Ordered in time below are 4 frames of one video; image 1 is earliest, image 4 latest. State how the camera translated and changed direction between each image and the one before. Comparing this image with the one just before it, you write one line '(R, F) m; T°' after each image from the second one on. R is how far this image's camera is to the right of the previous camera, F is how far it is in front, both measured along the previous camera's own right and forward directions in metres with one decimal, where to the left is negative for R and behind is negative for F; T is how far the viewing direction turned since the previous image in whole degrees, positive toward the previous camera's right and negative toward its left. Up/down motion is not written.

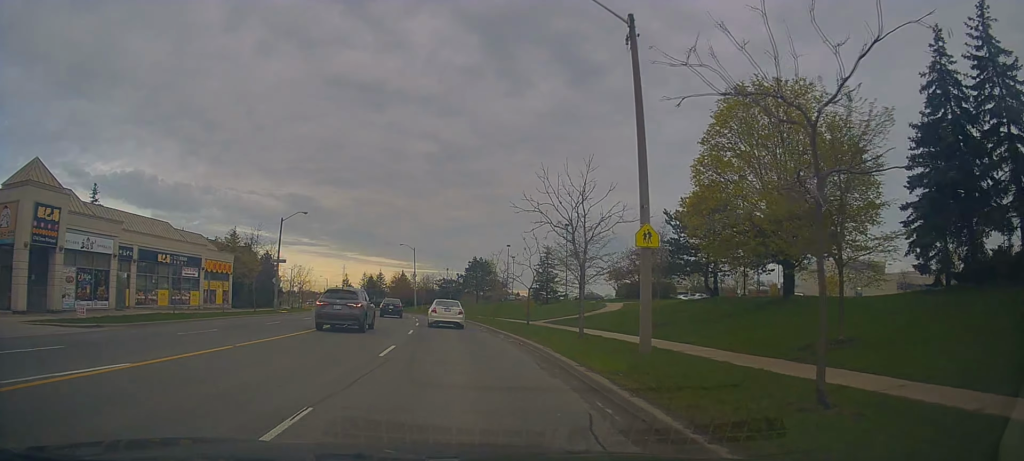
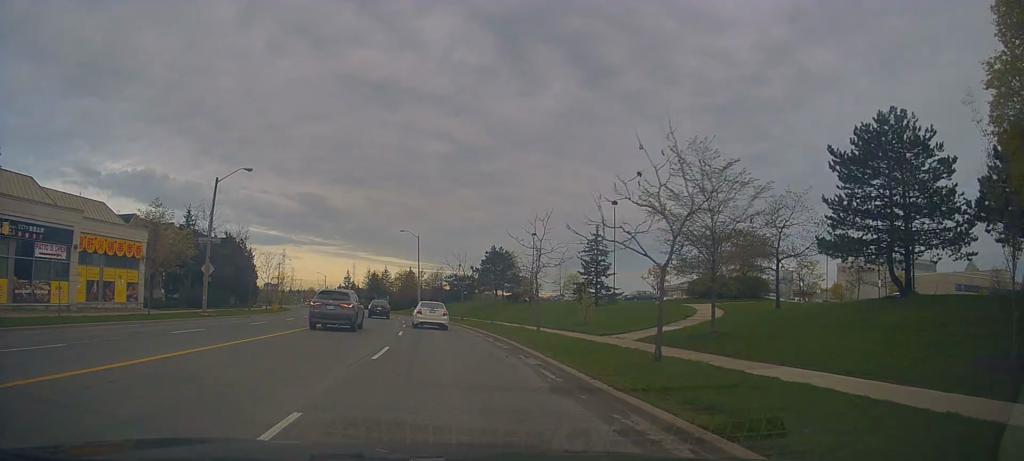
(-0.6, +18.2) m; -2°
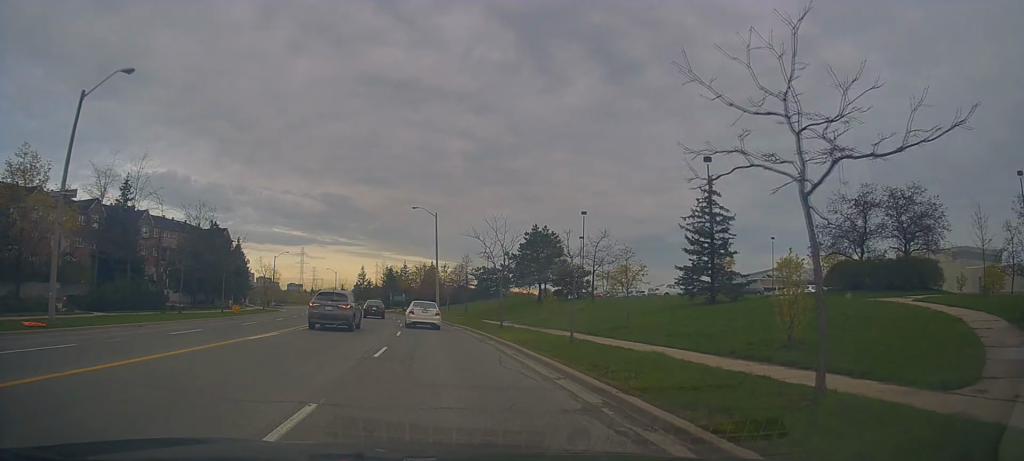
(-0.3, +17.2) m; -2°
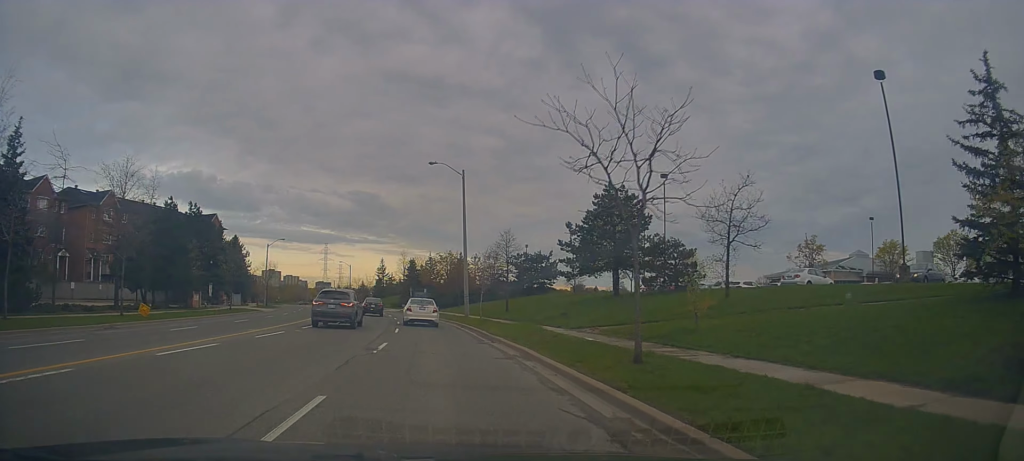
(-0.3, +17.7) m; -2°
